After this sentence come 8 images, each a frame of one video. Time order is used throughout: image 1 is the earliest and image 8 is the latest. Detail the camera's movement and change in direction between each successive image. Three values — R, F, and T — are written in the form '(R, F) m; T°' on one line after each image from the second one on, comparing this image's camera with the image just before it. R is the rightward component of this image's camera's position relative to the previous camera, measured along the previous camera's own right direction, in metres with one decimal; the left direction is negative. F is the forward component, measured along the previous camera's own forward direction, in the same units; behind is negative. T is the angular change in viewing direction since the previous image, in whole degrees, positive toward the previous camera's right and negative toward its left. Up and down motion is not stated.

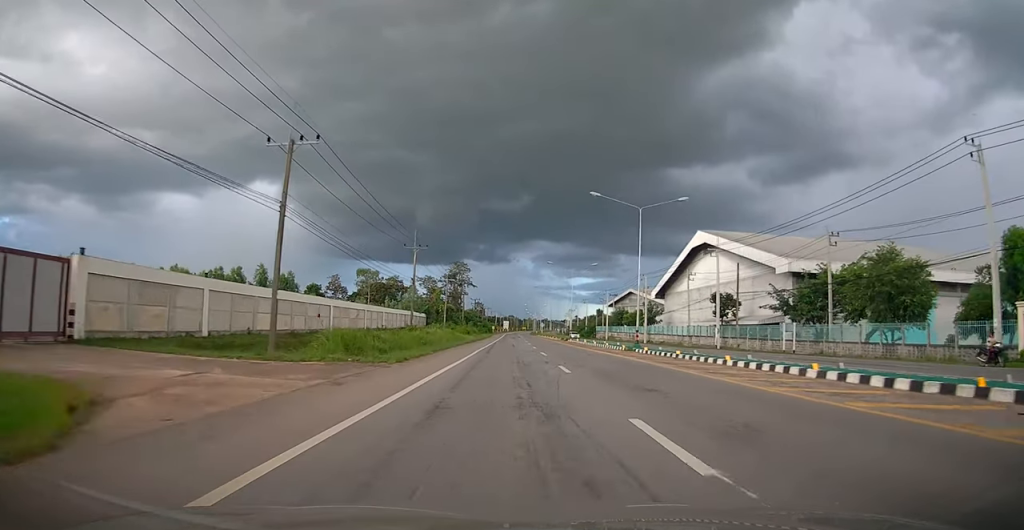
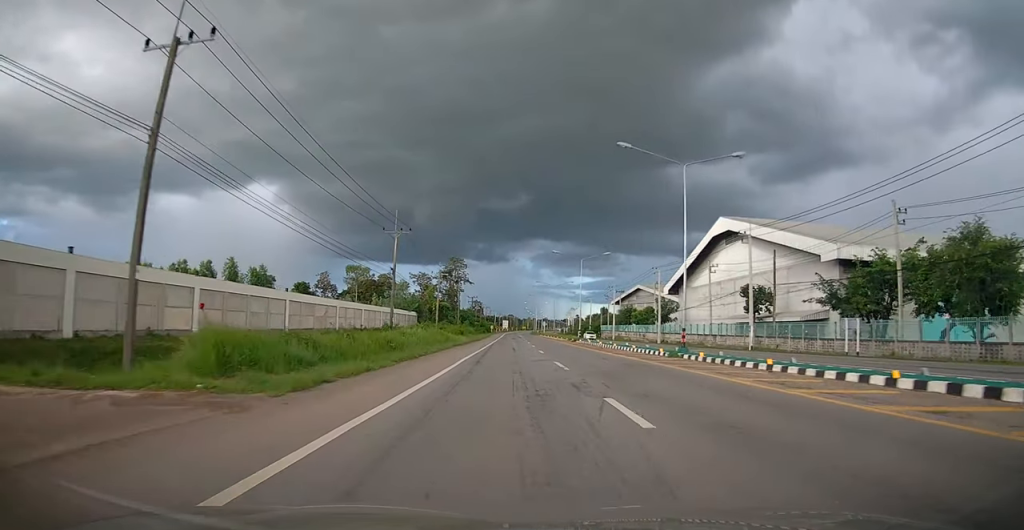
(-0.3, +9.6) m; 0°
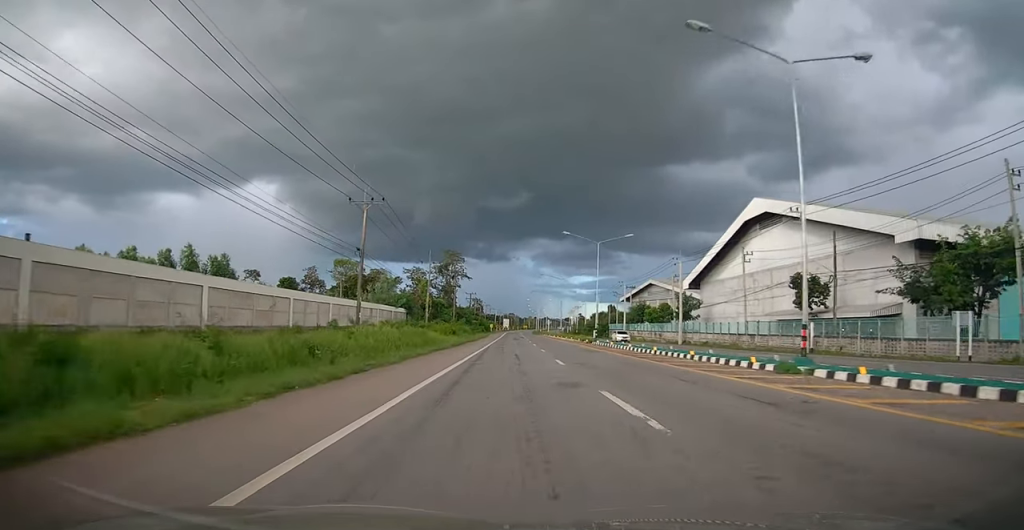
(-0.4, +11.0) m; 0°
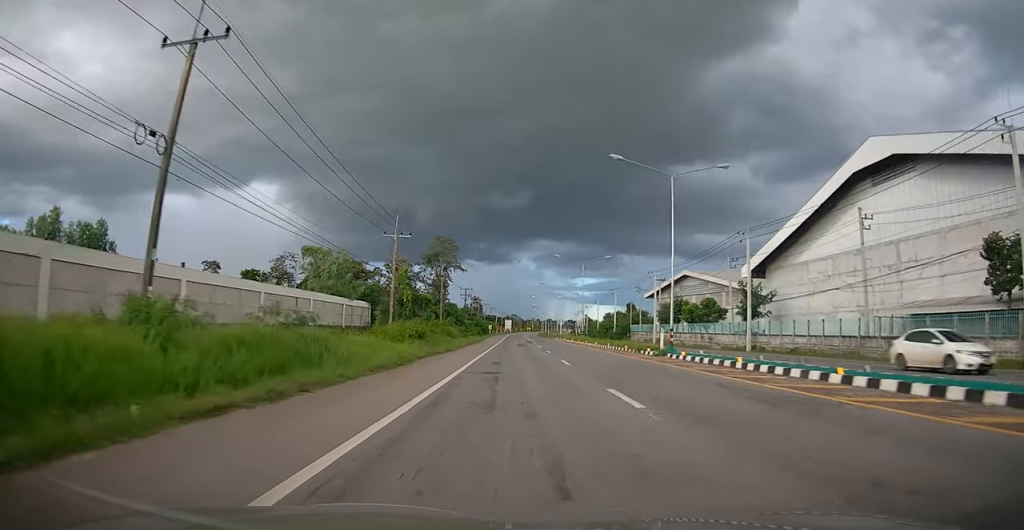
(+0.7, +23.0) m; 0°
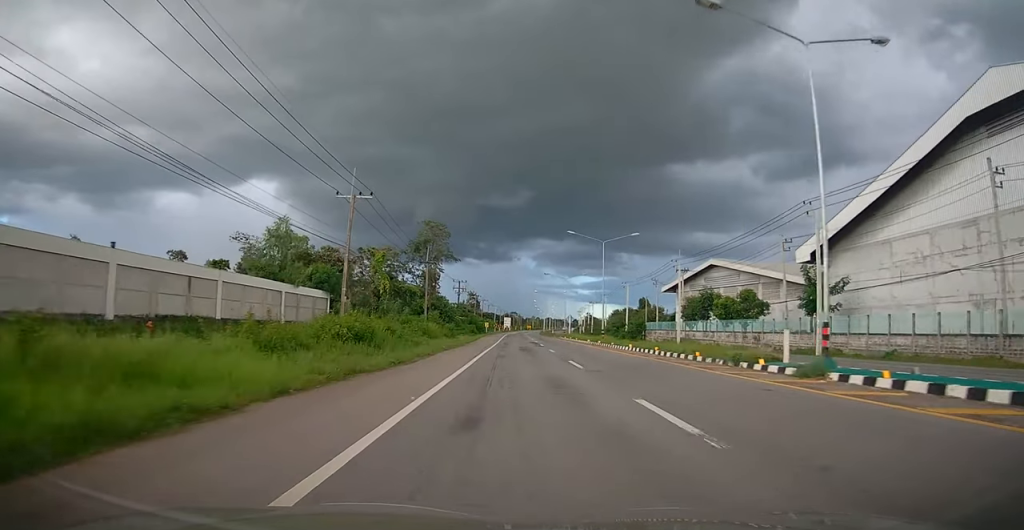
(-0.5, +14.1) m; 0°
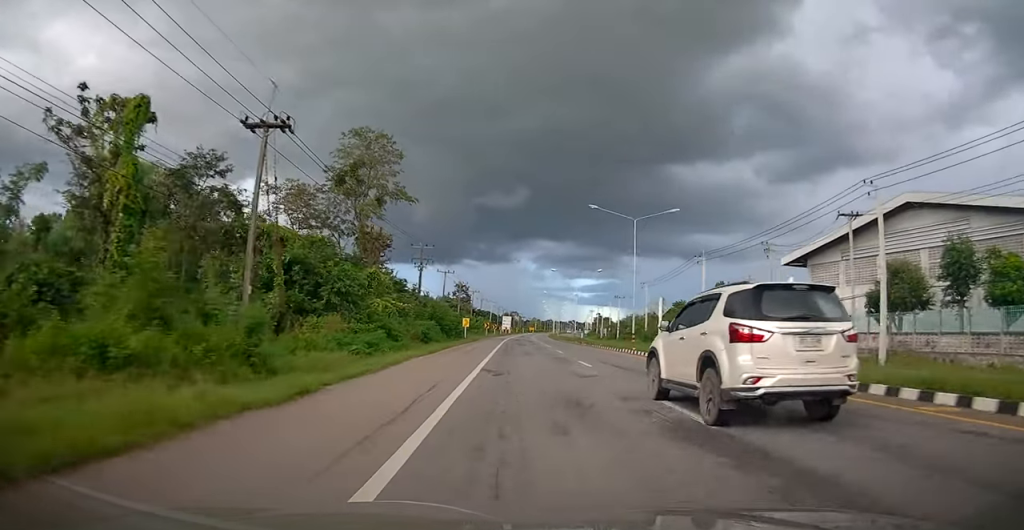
(-0.3, +46.8) m; 0°
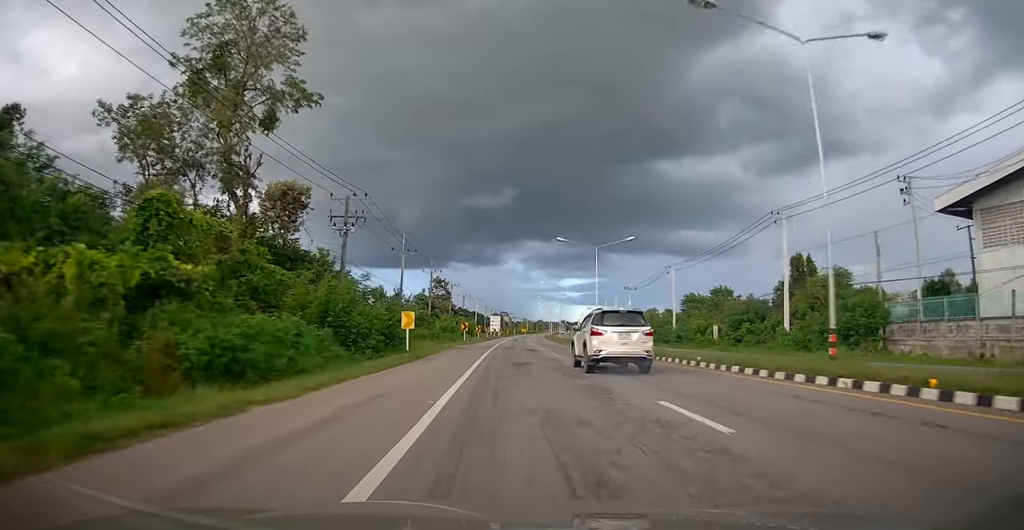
(+0.8, +25.2) m; 0°
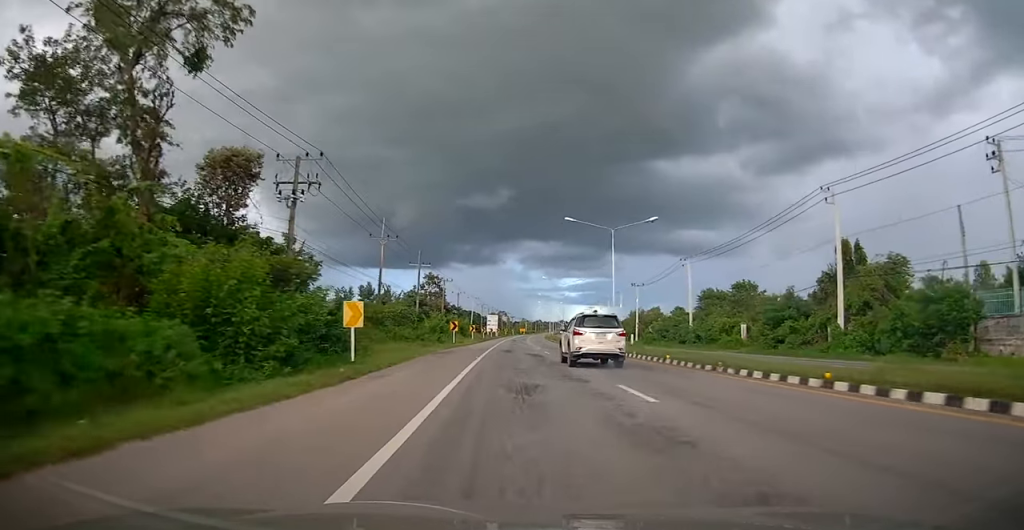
(-0.3, +8.9) m; 0°
